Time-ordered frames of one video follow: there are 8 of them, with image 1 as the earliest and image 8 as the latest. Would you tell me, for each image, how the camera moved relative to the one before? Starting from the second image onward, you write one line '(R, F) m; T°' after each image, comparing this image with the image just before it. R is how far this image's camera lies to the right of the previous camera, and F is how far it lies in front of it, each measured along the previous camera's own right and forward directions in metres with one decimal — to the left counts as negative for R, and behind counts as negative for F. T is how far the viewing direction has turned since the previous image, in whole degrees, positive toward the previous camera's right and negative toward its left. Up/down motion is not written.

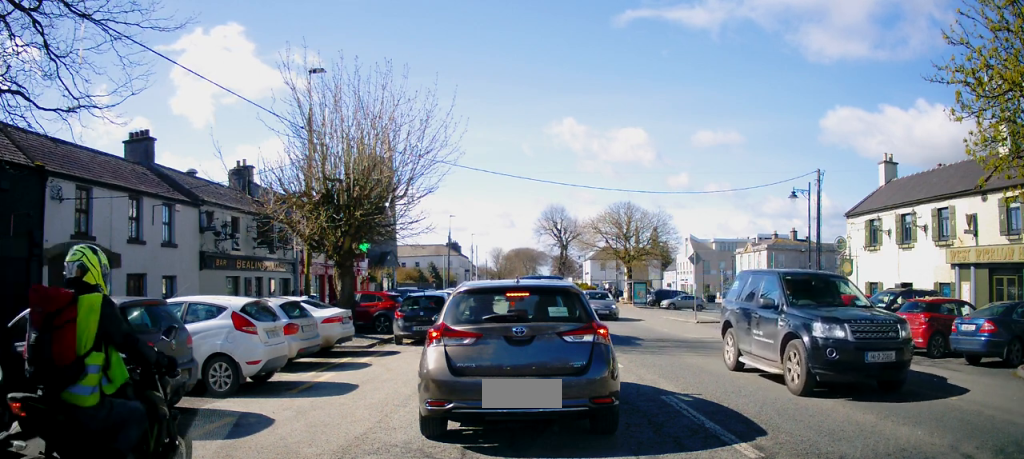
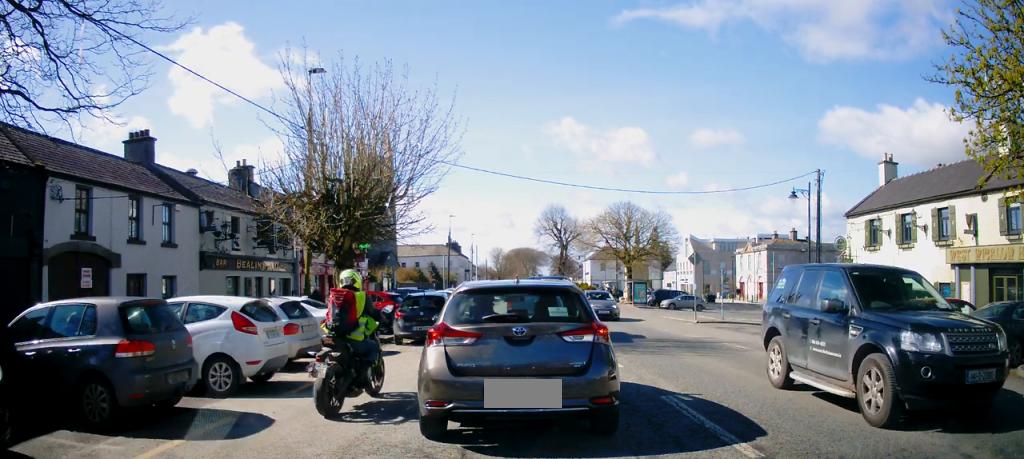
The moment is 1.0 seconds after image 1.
(+0.1, +0.1) m; 0°
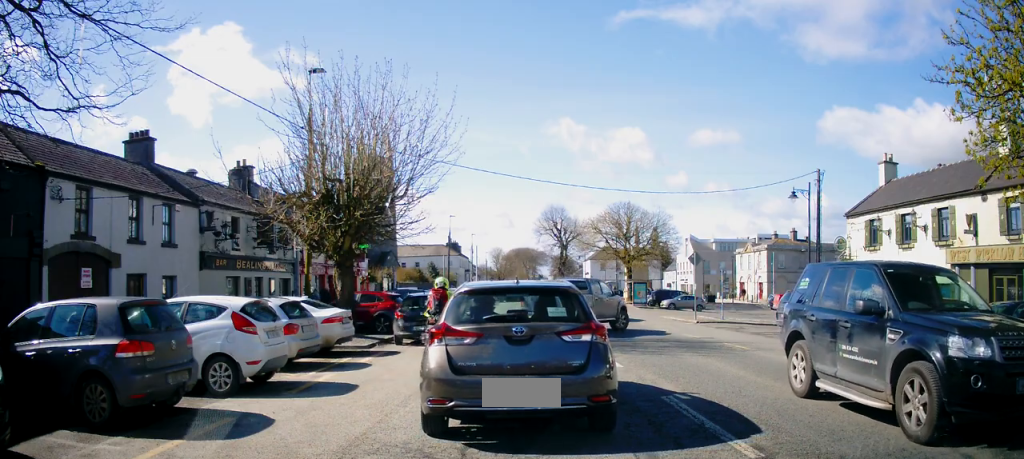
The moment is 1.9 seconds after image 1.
(+0.1, +0.1) m; 0°
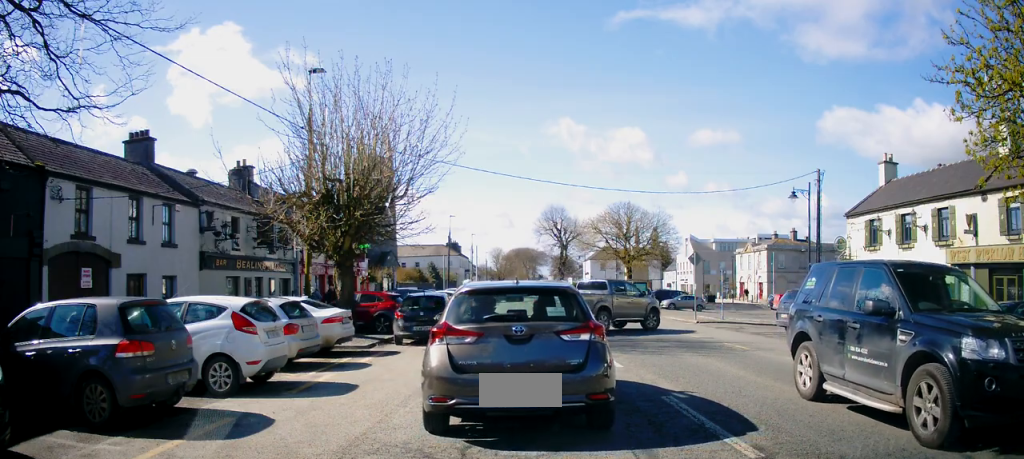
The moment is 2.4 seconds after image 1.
(+0.1, 0.0) m; 0°
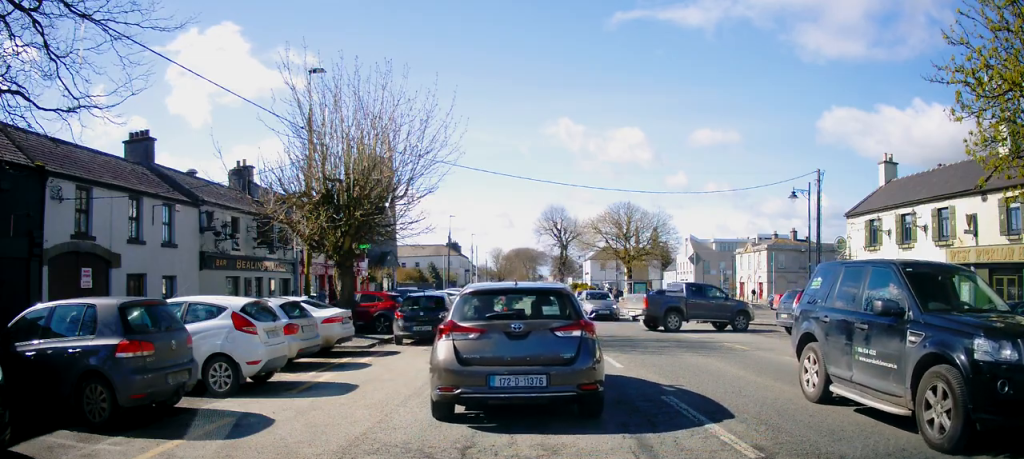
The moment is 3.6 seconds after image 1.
(+0.1, +0.1) m; 0°
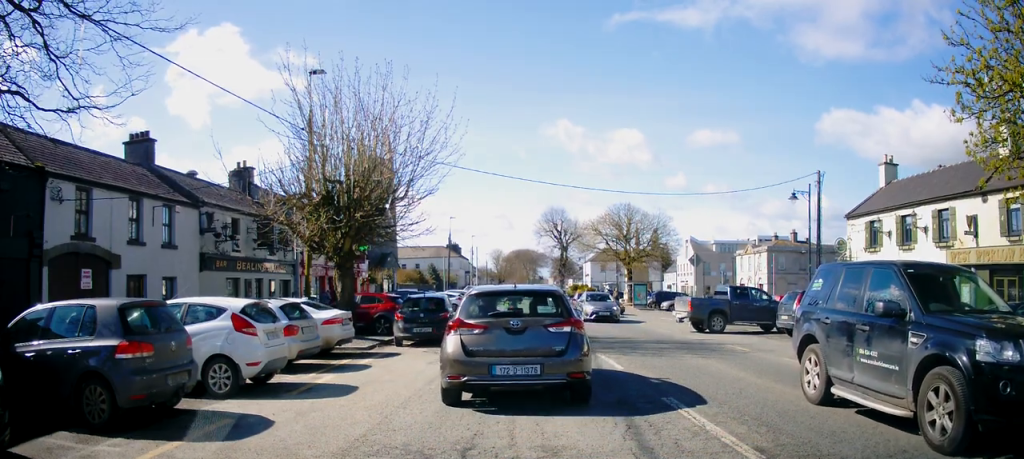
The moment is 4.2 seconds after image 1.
(0.0, +0.2) m; 0°
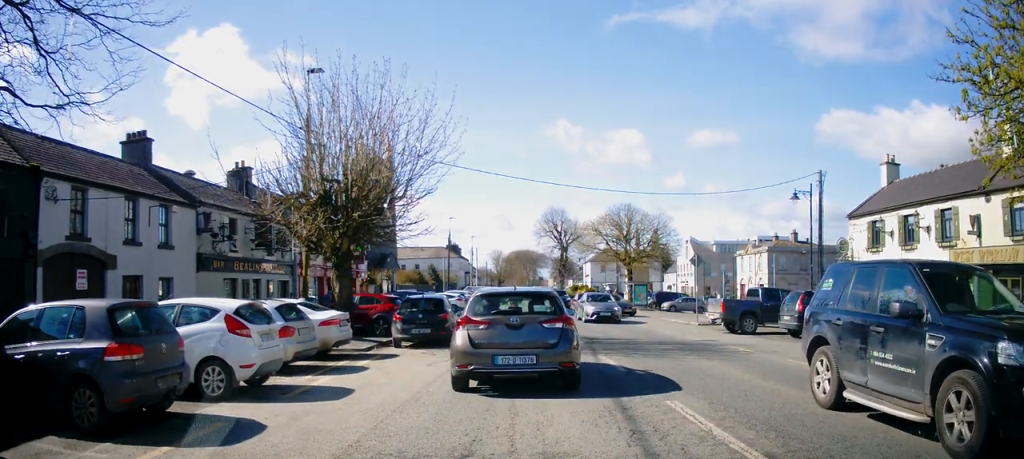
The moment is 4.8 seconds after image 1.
(0.0, +0.3) m; 0°
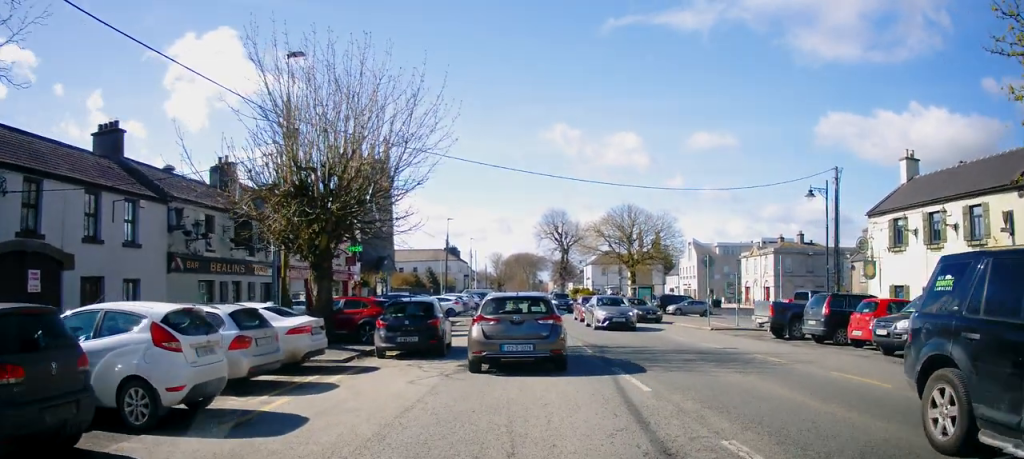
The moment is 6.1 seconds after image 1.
(-0.1, +2.2) m; +4°
